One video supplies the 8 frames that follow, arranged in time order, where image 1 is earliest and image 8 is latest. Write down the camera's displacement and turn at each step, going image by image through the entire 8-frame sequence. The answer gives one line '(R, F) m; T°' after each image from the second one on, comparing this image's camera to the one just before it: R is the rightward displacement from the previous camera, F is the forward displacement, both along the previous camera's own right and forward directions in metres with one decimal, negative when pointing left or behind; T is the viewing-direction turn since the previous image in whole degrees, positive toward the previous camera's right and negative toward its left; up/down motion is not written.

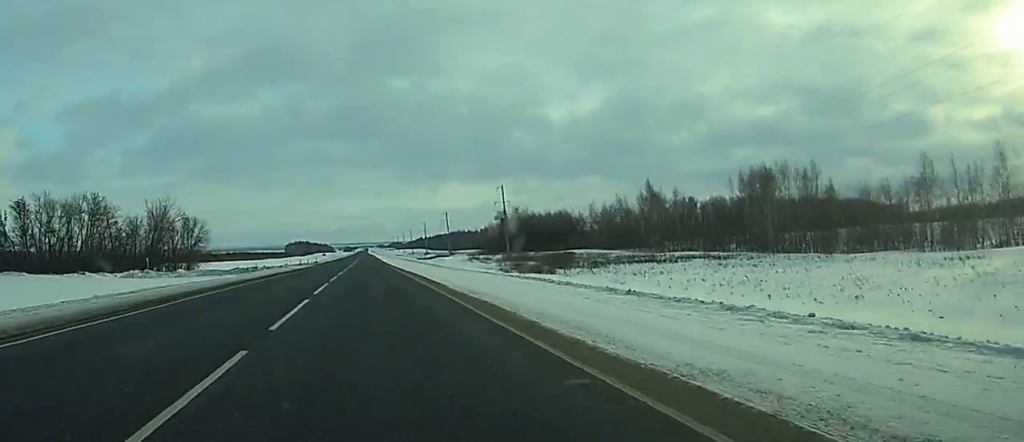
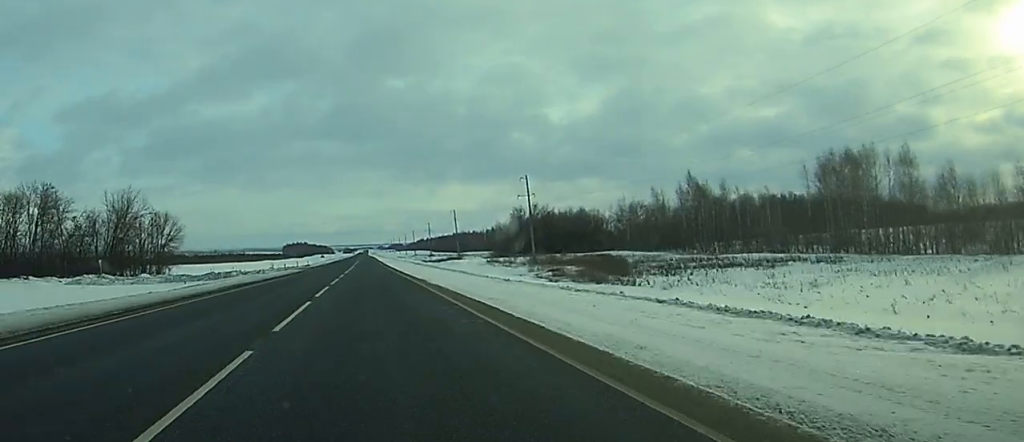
(0.0, +24.1) m; 0°
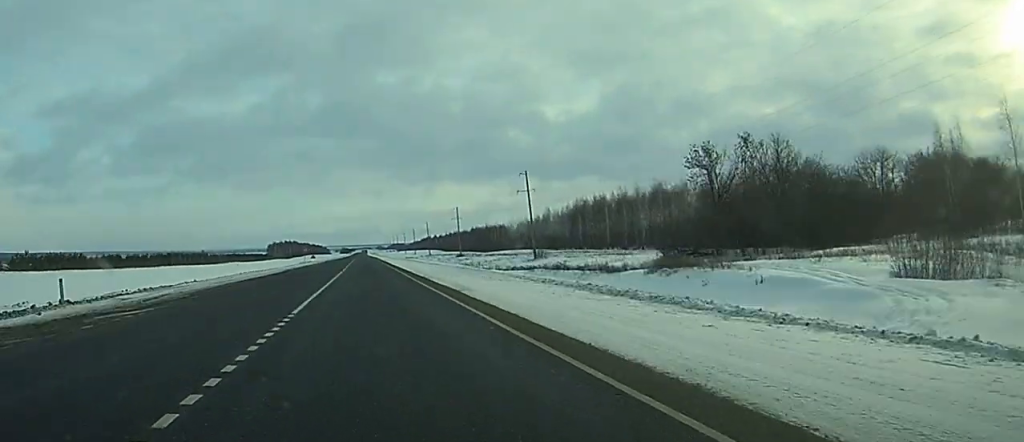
(0.0, +111.7) m; 0°
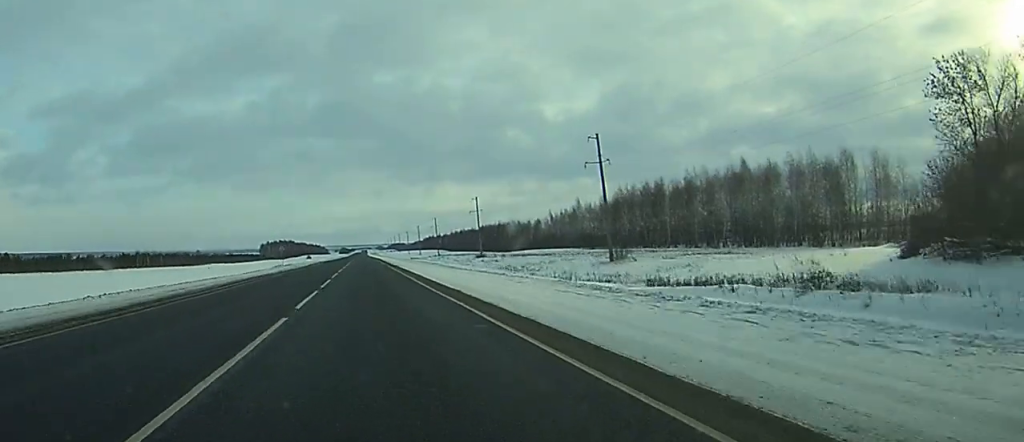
(+0.1, +42.1) m; 0°
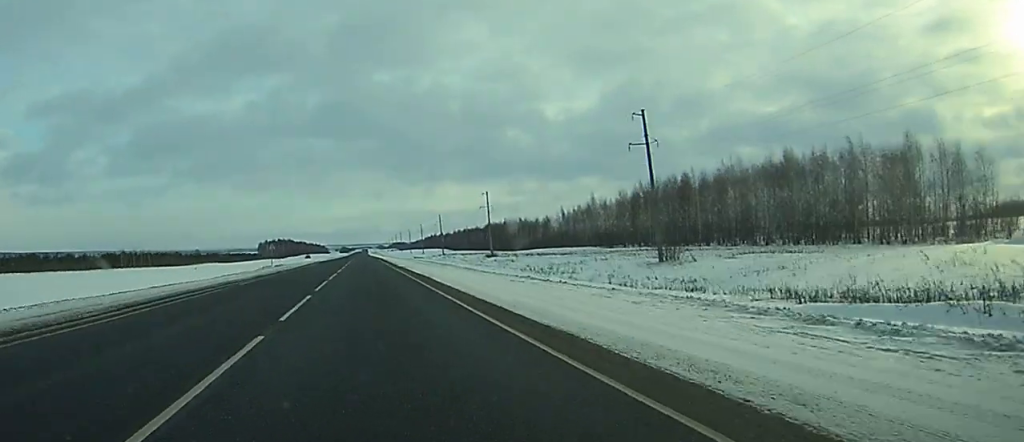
(-0.1, +15.6) m; 0°
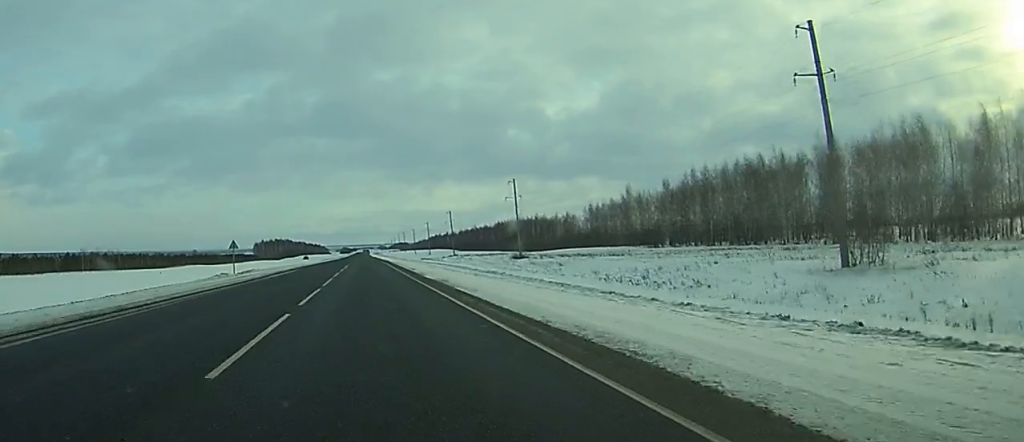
(+0.2, +31.2) m; 0°
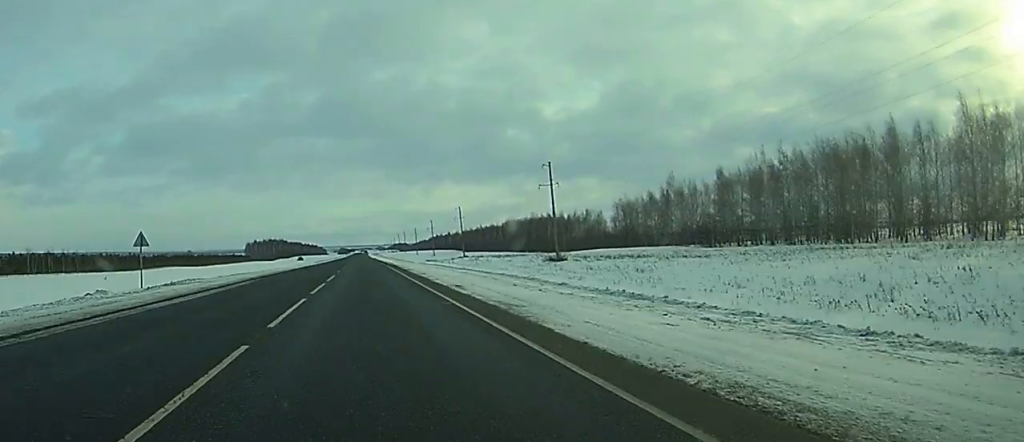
(-0.1, +30.0) m; 0°
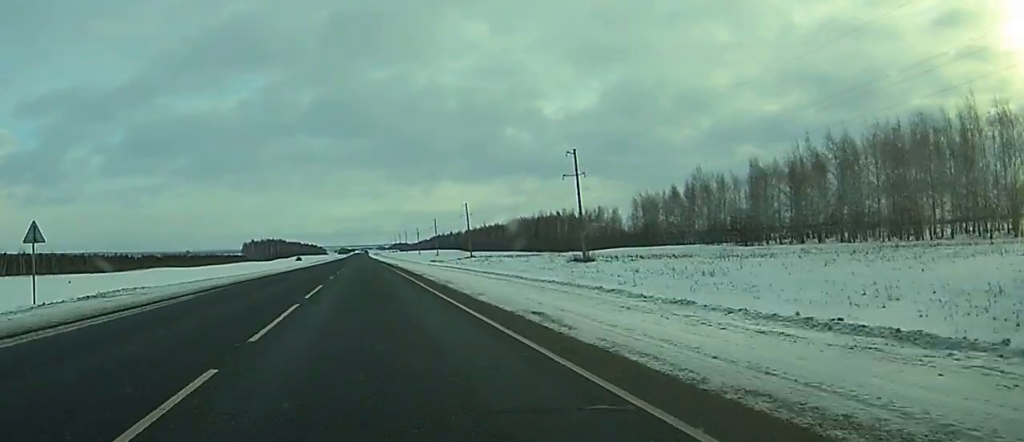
(0.0, +14.4) m; 0°
